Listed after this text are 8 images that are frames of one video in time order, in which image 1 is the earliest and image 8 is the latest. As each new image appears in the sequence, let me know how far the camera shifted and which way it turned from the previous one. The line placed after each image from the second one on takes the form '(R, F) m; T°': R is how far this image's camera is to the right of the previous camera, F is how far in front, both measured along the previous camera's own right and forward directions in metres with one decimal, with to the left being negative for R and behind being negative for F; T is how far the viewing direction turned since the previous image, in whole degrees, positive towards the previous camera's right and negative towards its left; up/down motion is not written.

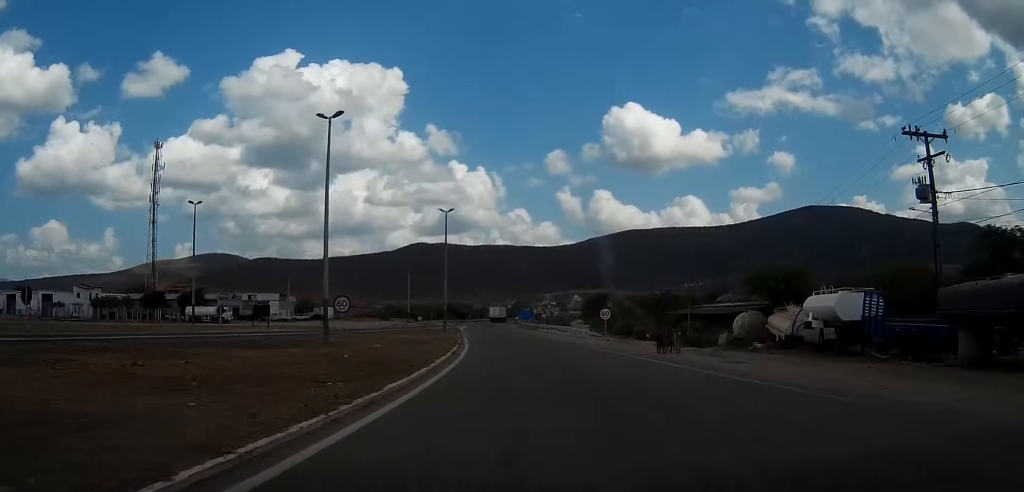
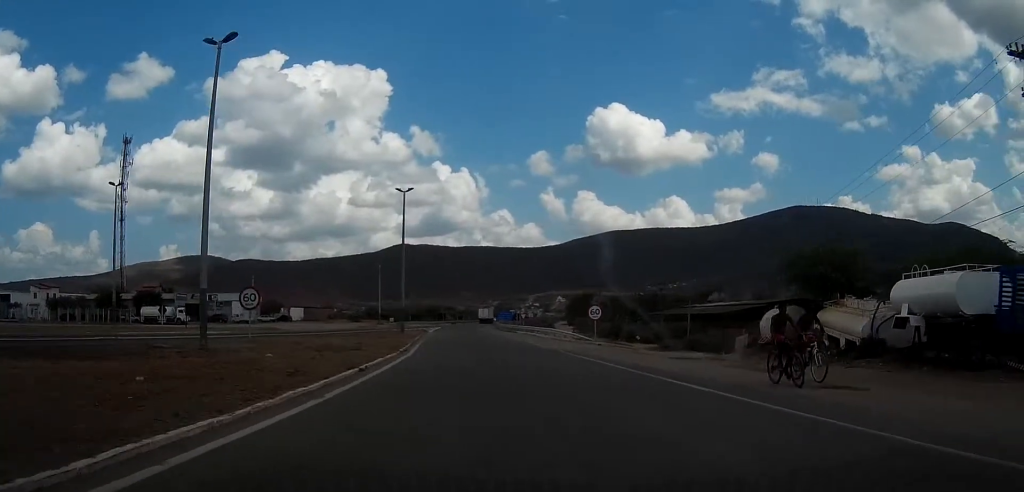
(-0.2, +10.6) m; -1°
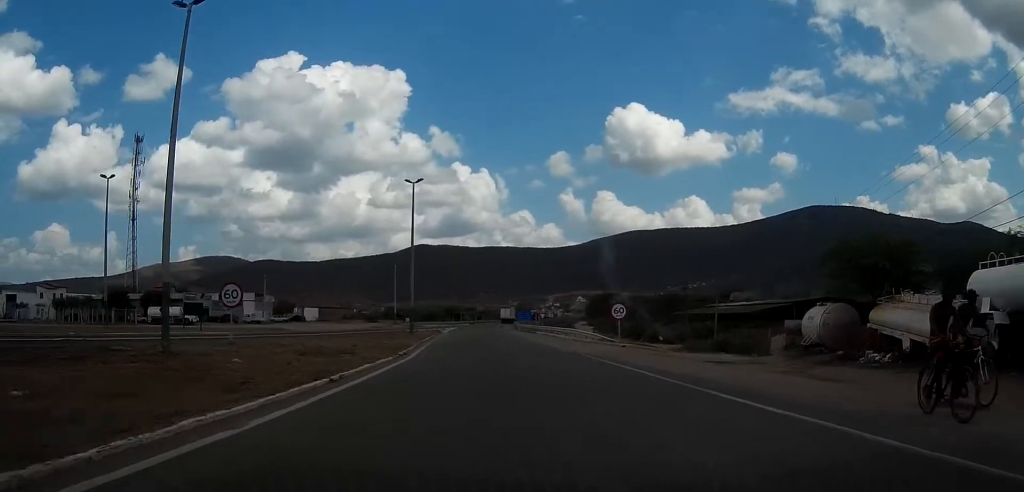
(0.0, +3.8) m; 0°
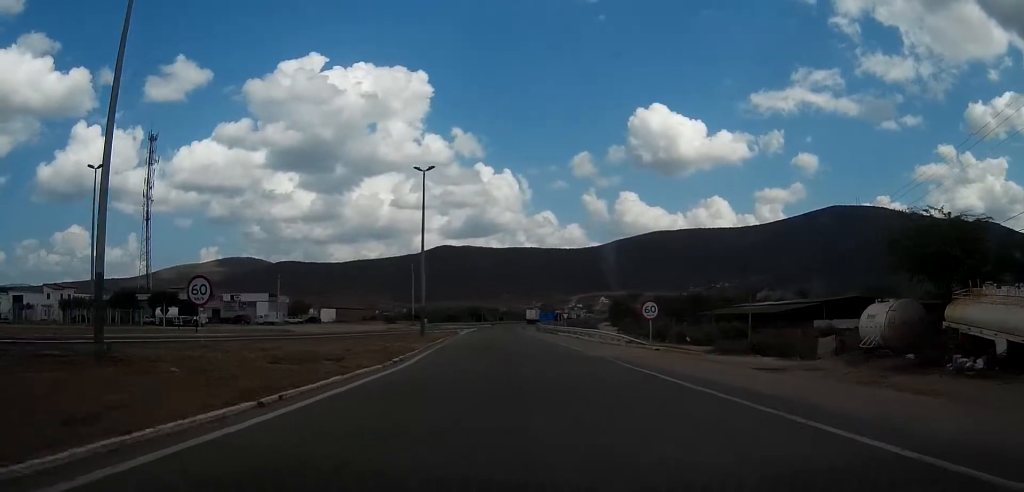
(0.0, +4.4) m; -1°
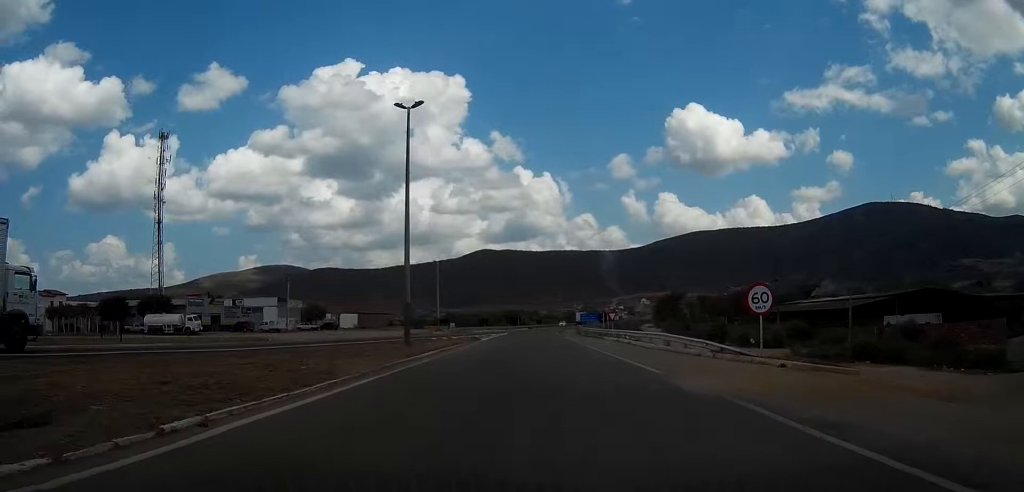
(-0.5, +15.0) m; -3°
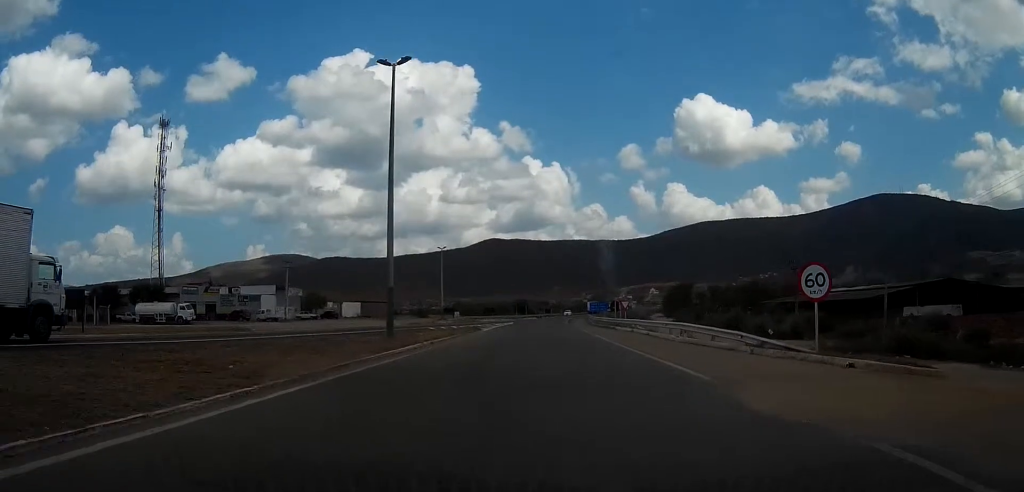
(0.0, +4.6) m; -1°
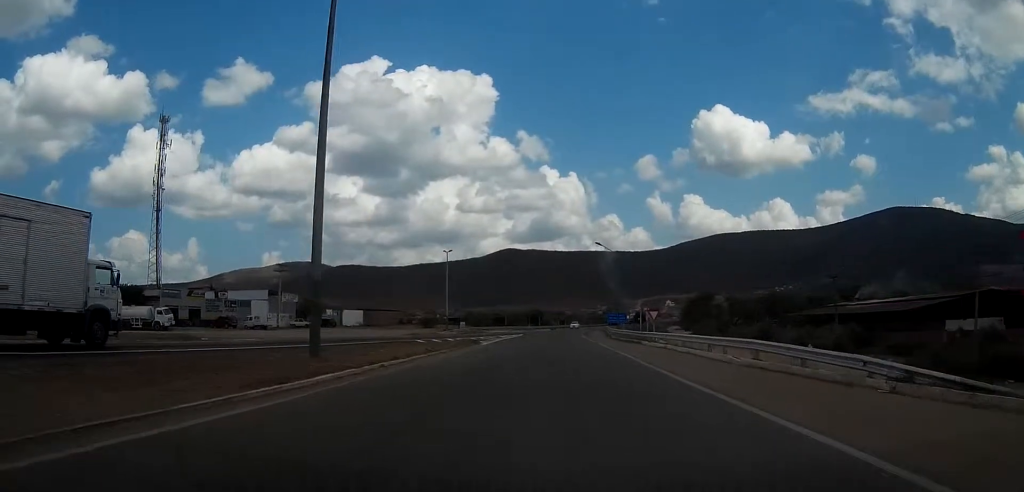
(-0.2, +9.7) m; -1°
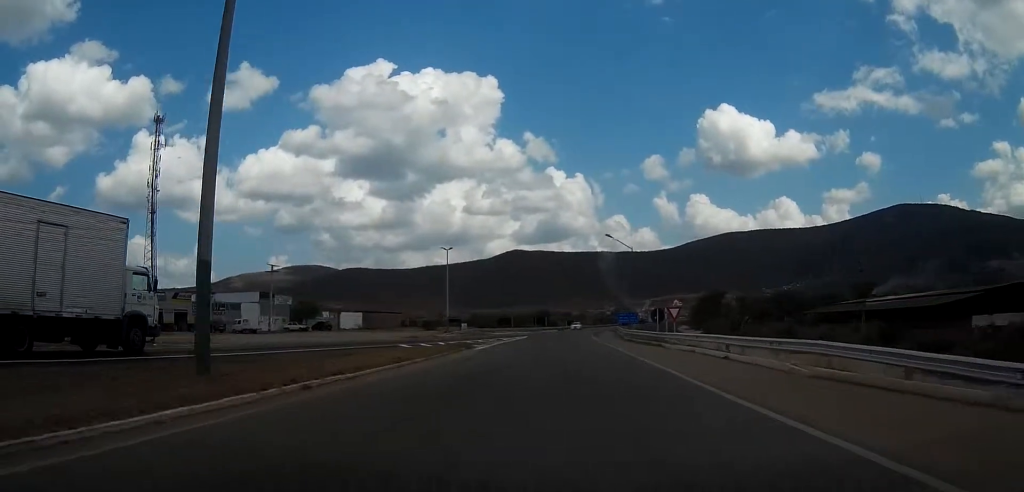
(0.0, +6.0) m; 0°
